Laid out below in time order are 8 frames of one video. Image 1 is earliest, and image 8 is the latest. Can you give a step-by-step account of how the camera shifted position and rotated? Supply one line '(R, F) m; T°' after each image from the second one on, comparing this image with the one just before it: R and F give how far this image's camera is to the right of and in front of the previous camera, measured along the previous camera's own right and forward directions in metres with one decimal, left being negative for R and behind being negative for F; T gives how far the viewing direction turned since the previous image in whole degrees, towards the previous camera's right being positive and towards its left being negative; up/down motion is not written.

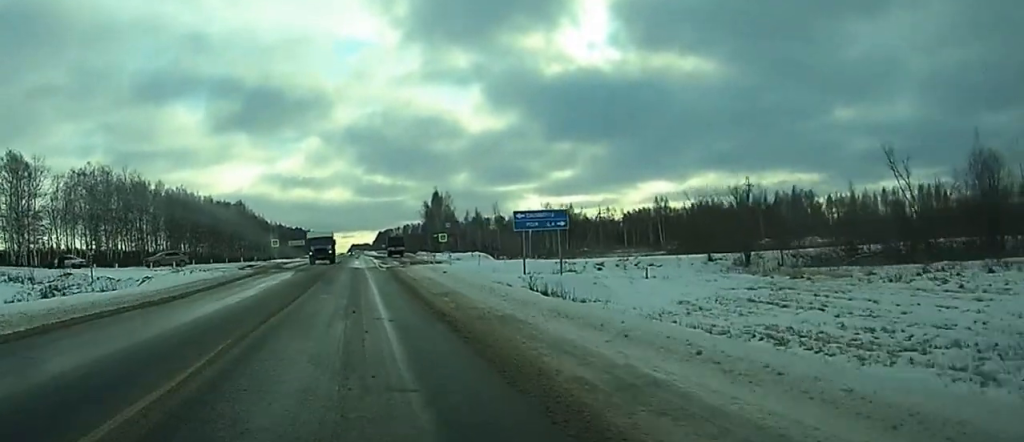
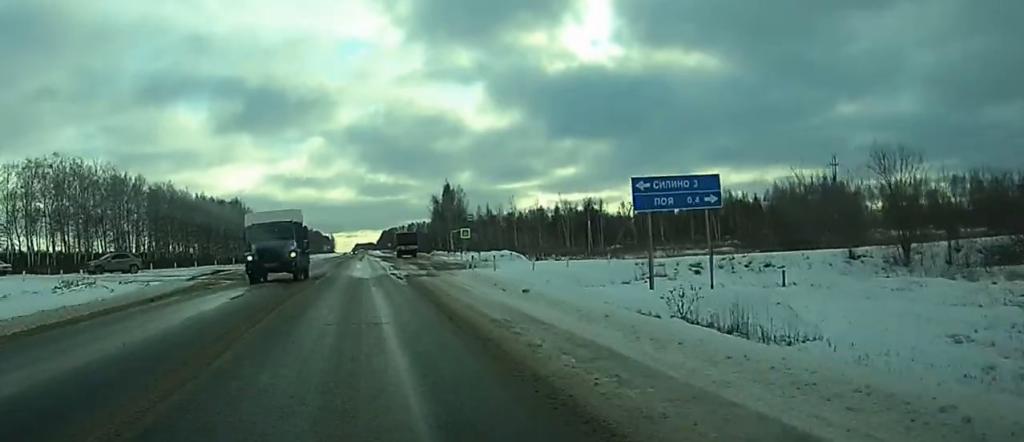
(0.0, +20.6) m; 0°
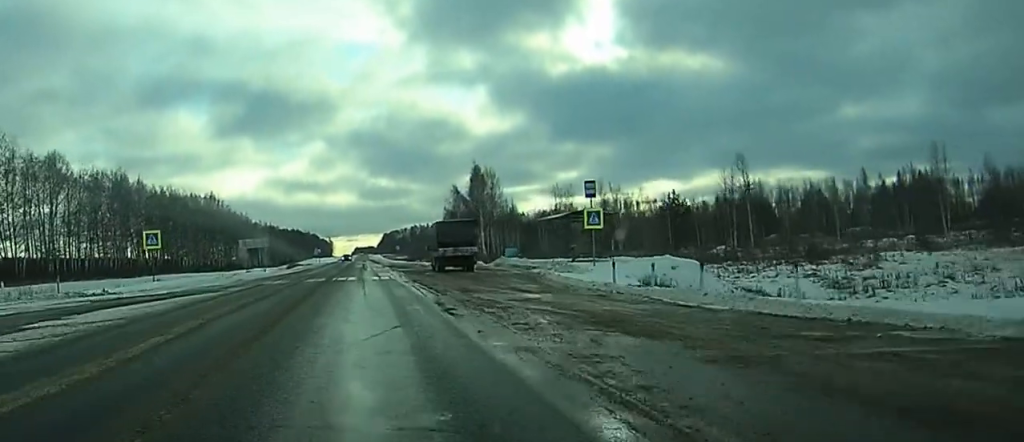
(-0.3, +49.6) m; 0°
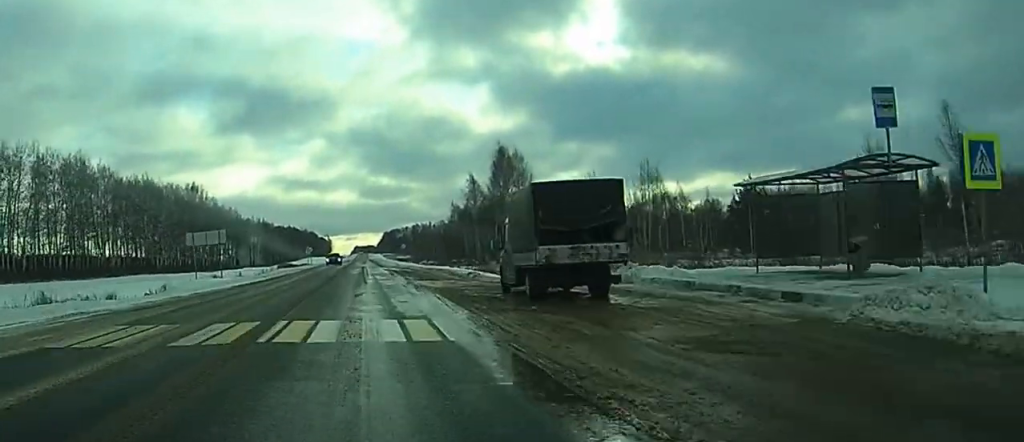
(+0.1, +26.8) m; 0°
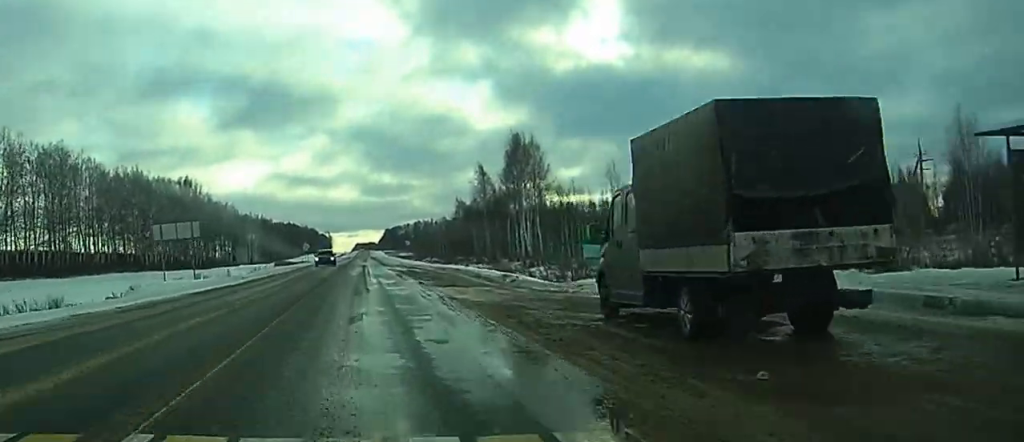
(0.0, +10.5) m; 0°
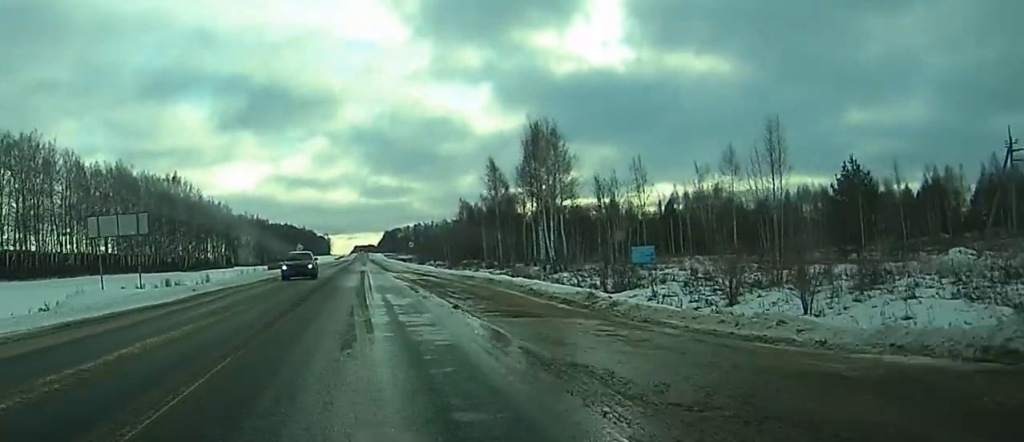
(0.0, +12.6) m; 0°
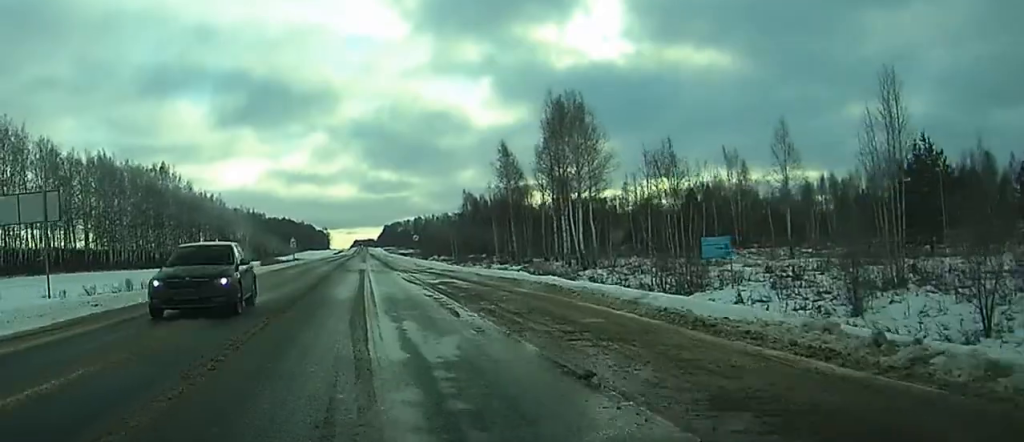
(0.0, +12.0) m; 0°
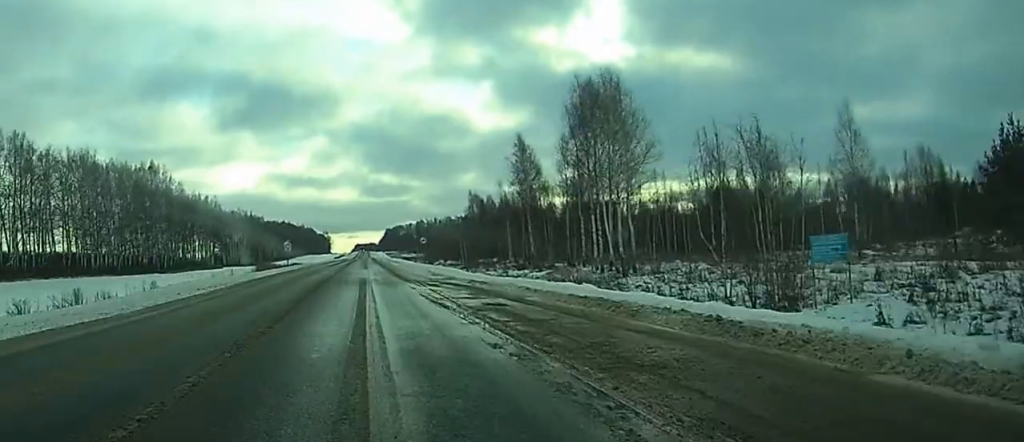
(0.0, +11.3) m; 0°
